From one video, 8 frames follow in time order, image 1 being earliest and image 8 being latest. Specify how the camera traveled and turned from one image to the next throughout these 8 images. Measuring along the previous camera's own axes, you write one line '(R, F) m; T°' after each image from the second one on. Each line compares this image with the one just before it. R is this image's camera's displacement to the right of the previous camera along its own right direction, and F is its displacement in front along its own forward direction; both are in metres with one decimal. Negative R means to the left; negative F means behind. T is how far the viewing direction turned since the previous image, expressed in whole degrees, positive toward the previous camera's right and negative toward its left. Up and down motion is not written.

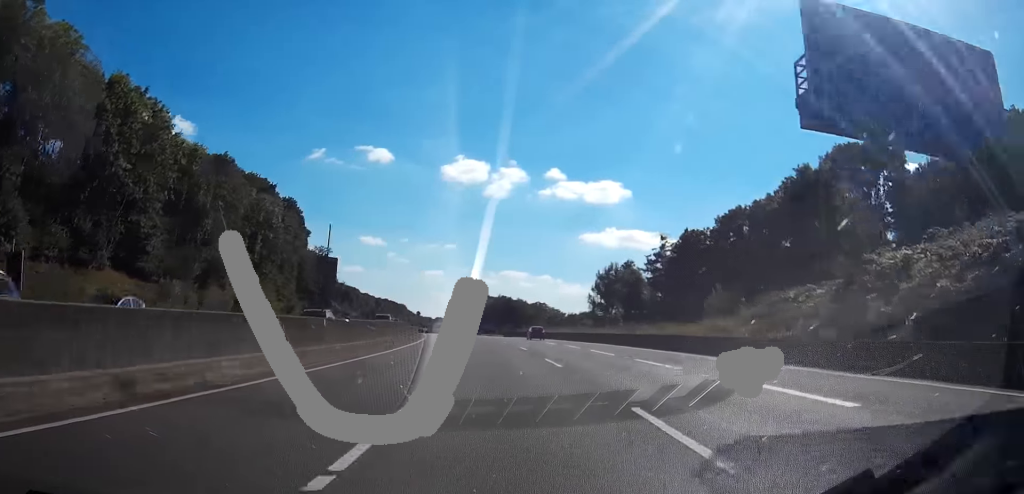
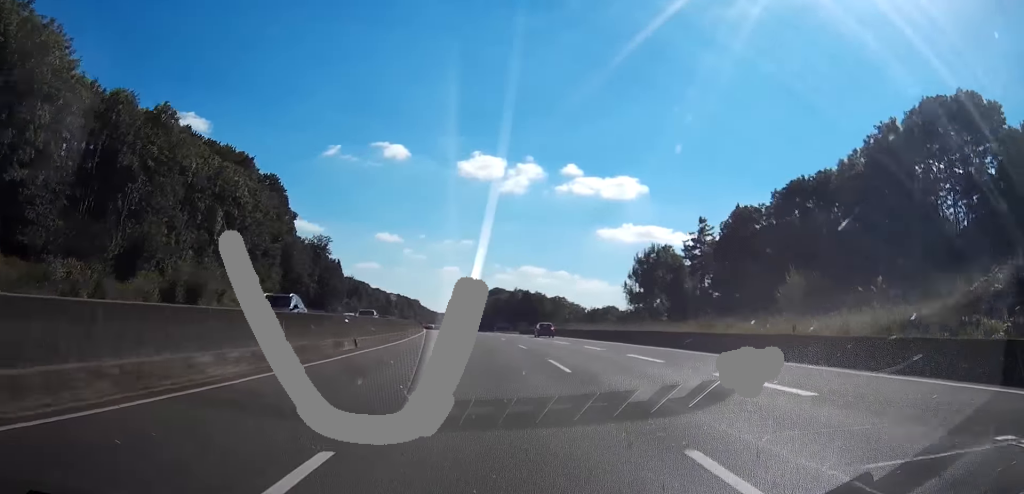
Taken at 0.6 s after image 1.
(-0.3, +18.4) m; -1°
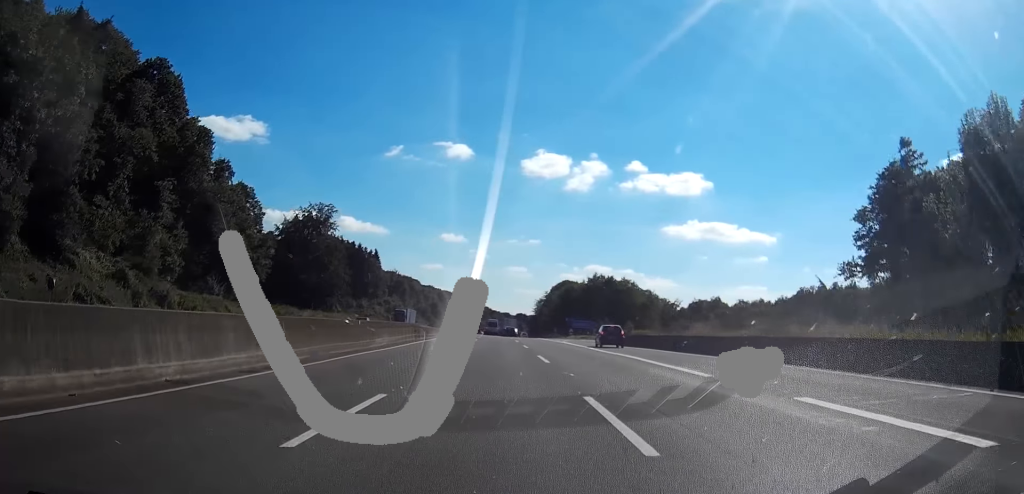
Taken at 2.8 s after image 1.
(-1.7, +52.4) m; -3°
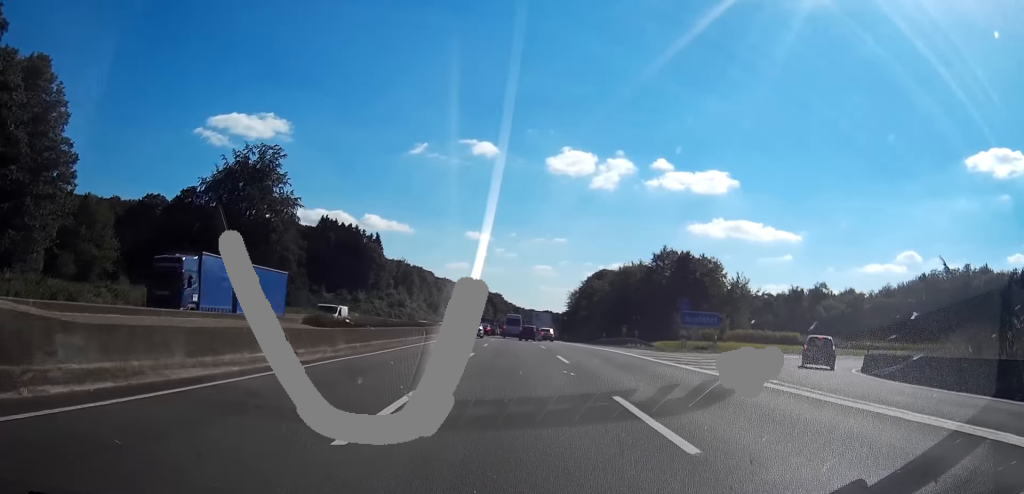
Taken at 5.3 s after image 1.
(-0.7, +41.5) m; 0°
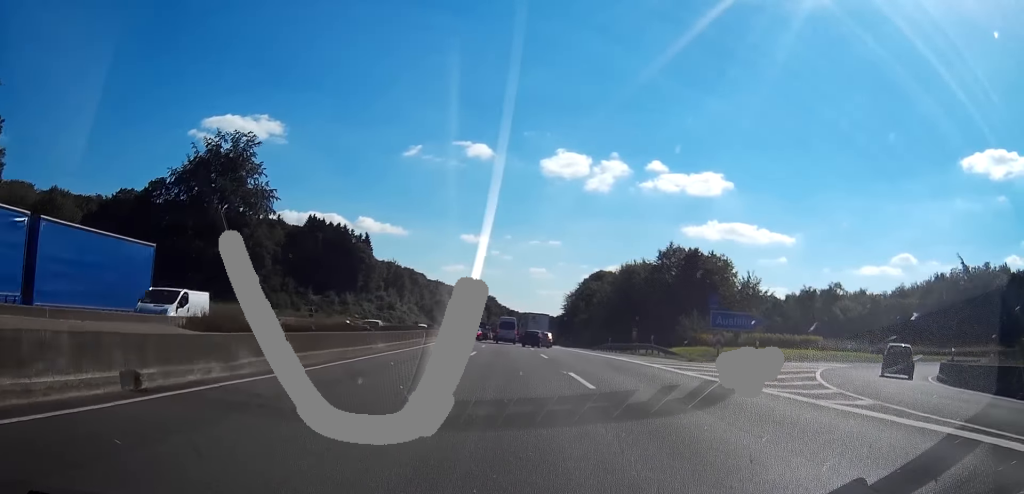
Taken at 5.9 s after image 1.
(+0.2, +7.1) m; +1°
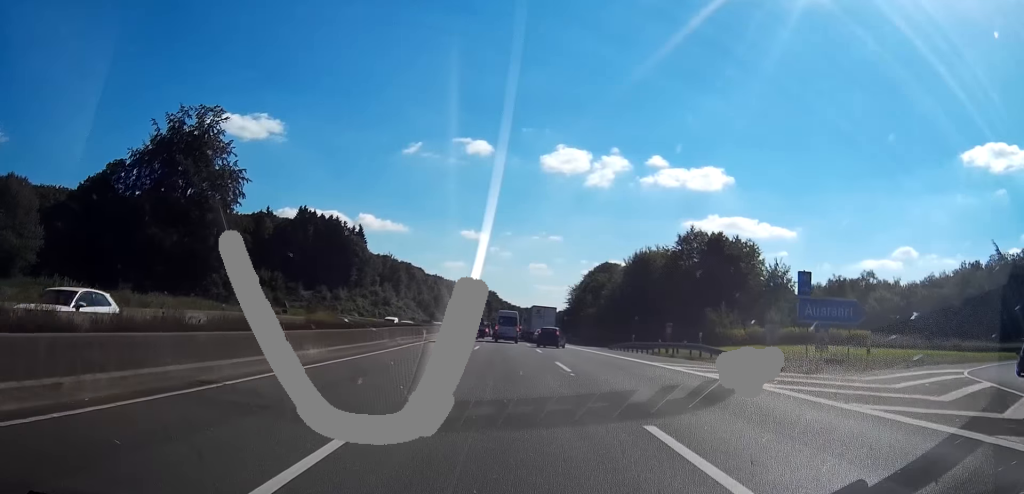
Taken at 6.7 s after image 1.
(+0.1, +10.0) m; 0°
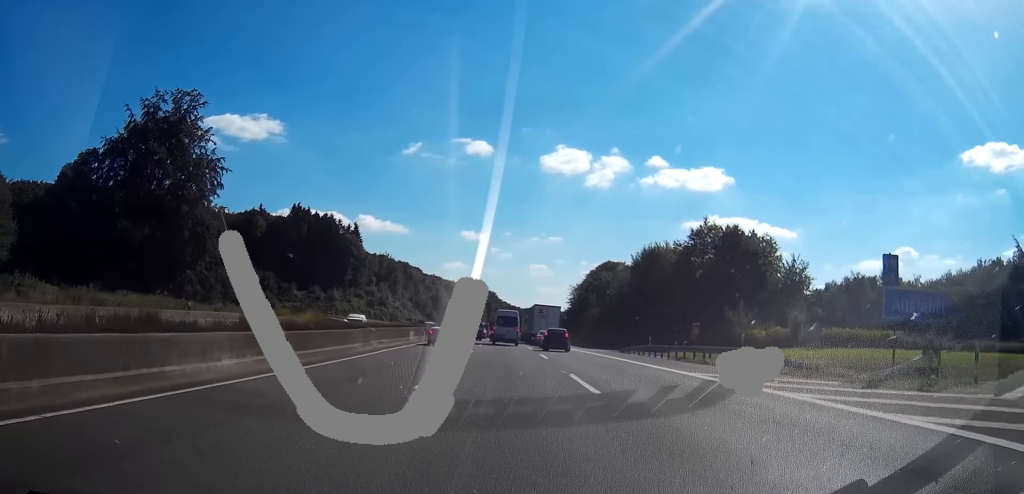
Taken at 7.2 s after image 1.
(+0.1, +5.9) m; -1°
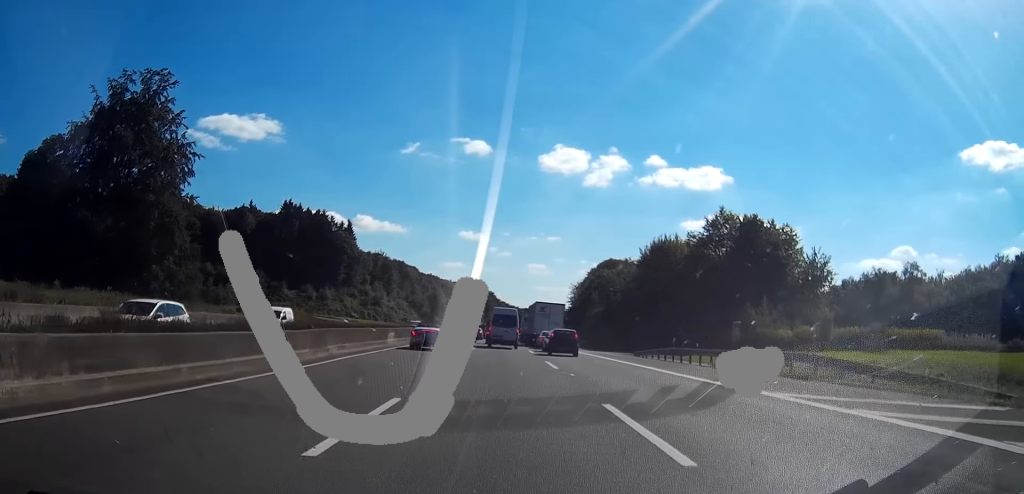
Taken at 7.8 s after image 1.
(-0.2, +5.7) m; -3°
